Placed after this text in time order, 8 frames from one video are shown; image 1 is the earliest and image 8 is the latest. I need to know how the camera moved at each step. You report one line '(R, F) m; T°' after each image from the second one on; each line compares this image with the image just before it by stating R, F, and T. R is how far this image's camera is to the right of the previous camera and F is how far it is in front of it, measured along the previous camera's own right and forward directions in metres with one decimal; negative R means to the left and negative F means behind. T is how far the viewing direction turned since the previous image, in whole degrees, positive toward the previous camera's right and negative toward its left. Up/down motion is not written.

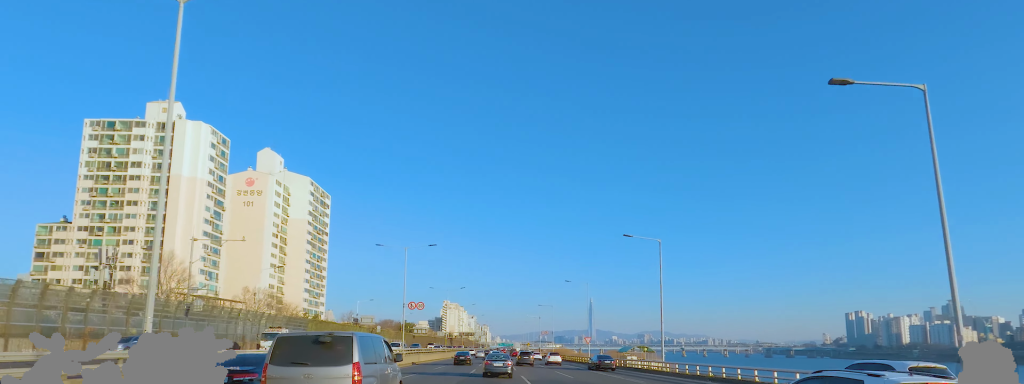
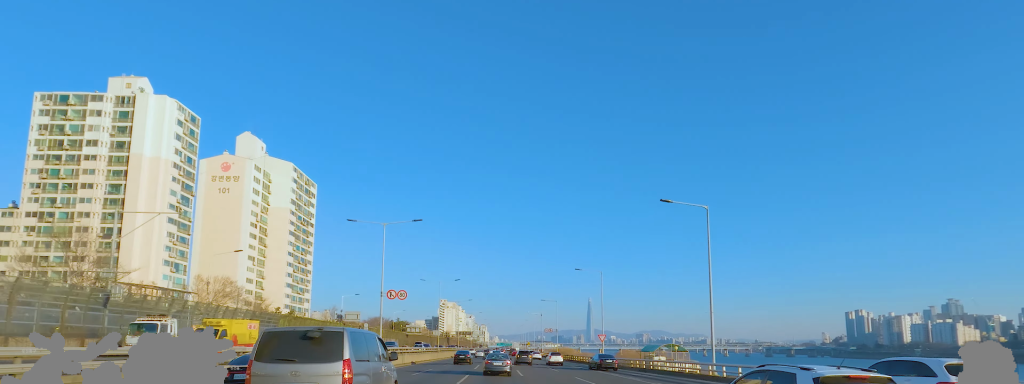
(+0.1, +11.0) m; 0°
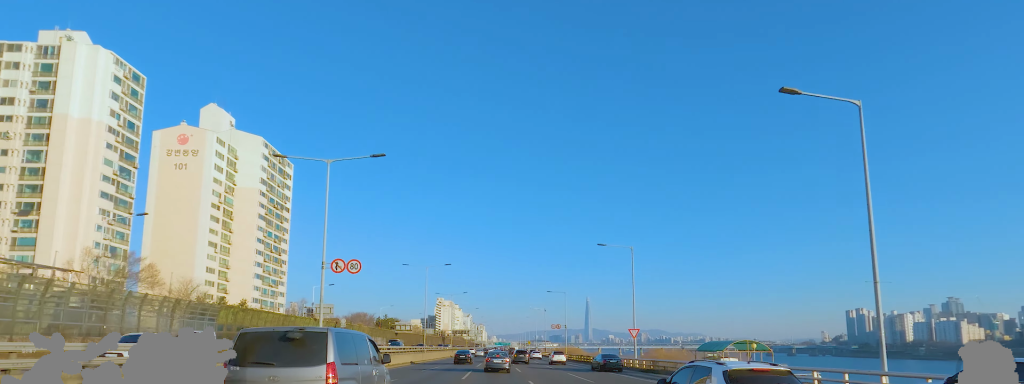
(0.0, +15.9) m; 0°
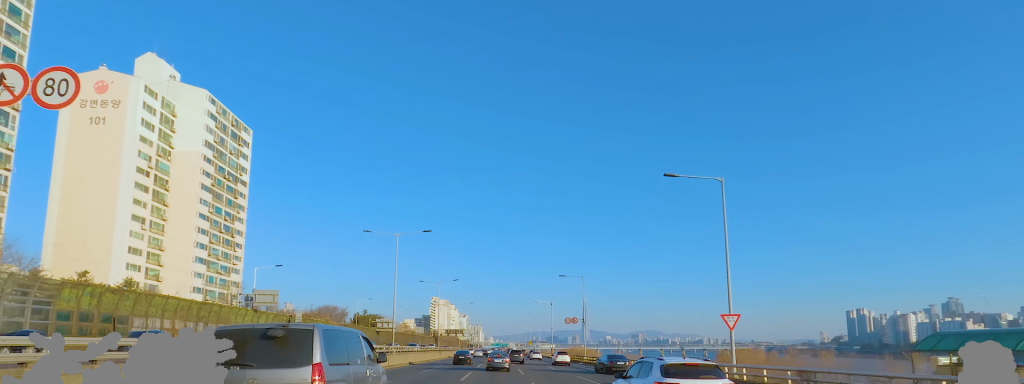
(0.0, +22.2) m; 0°
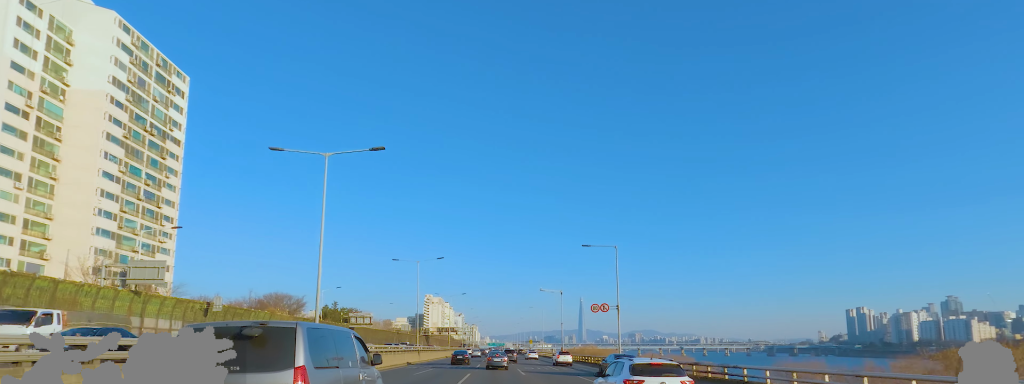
(0.0, +24.1) m; 0°
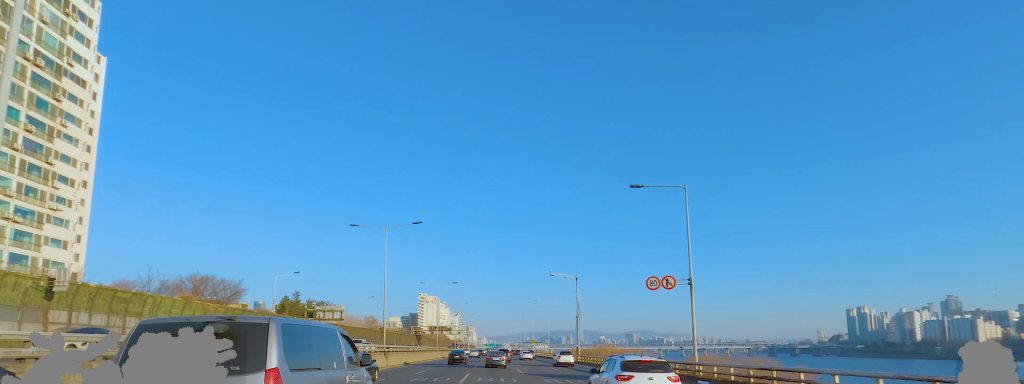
(+0.1, +22.5) m; +1°
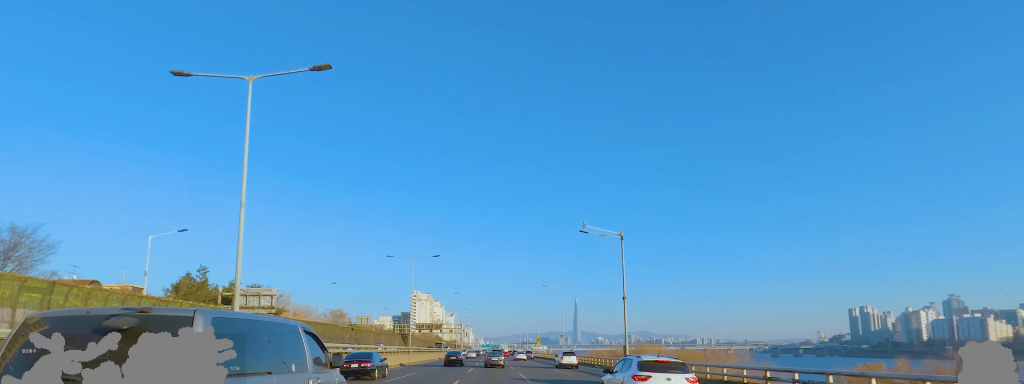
(+0.6, +33.4) m; +1°
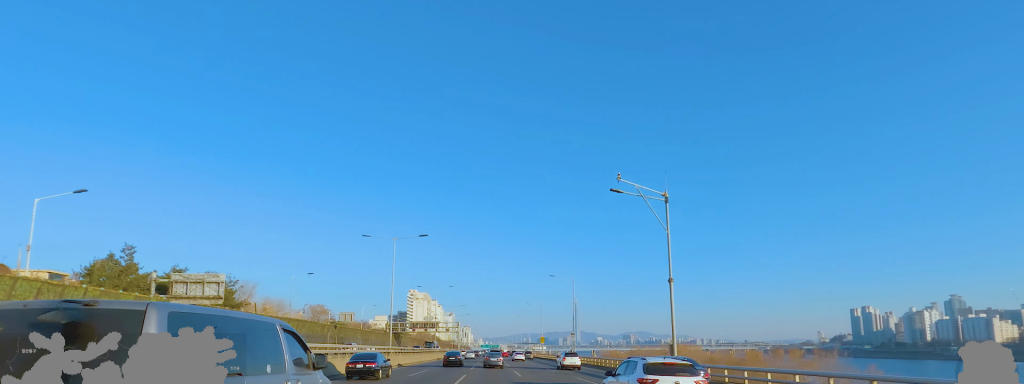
(-0.1, +15.3) m; 0°
